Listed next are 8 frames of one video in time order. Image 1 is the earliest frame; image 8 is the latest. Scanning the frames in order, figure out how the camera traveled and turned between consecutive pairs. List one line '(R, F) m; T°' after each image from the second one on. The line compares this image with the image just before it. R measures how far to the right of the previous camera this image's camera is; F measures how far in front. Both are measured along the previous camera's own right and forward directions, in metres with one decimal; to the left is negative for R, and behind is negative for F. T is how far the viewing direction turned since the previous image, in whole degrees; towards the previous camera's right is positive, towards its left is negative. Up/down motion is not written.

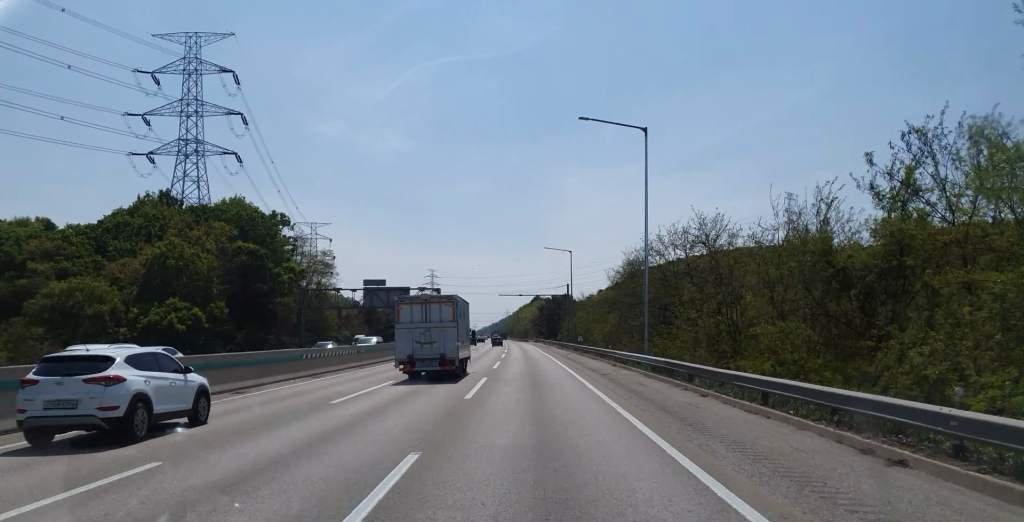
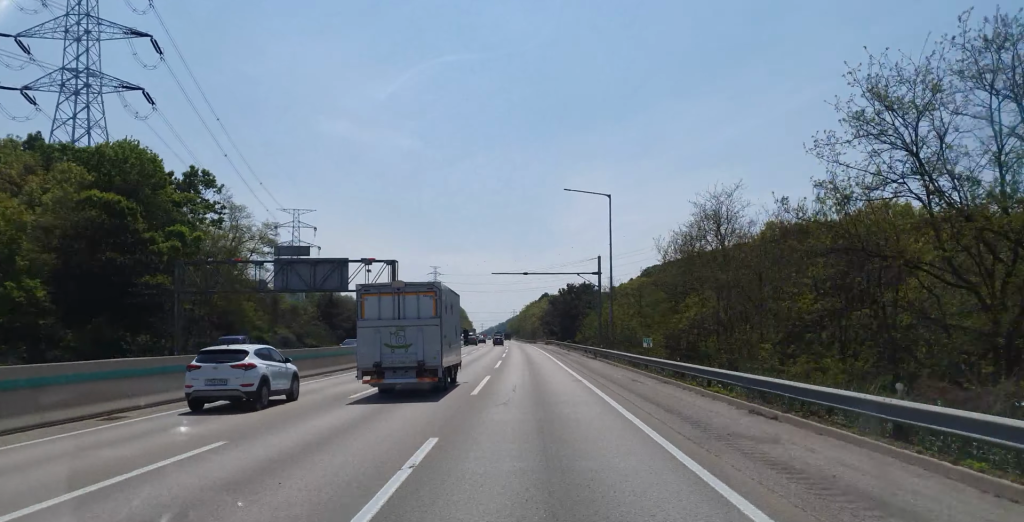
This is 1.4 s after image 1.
(-0.2, +38.2) m; 0°
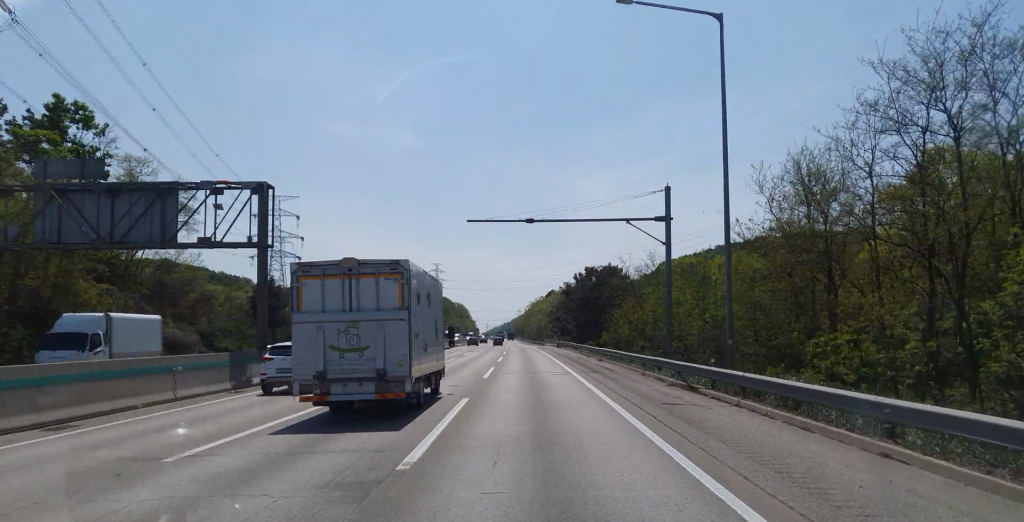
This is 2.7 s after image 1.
(+0.3, +32.9) m; 0°
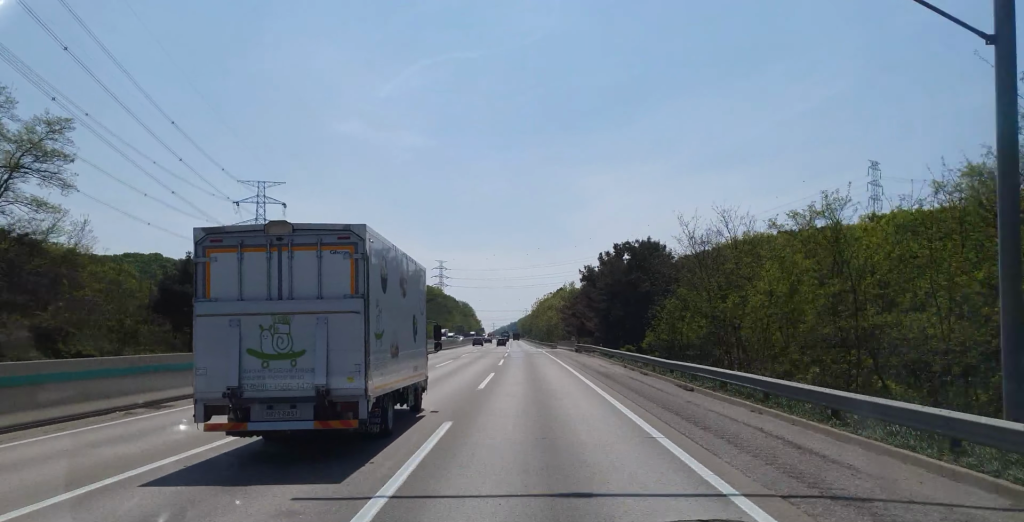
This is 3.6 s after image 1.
(-0.3, +24.9) m; -1°
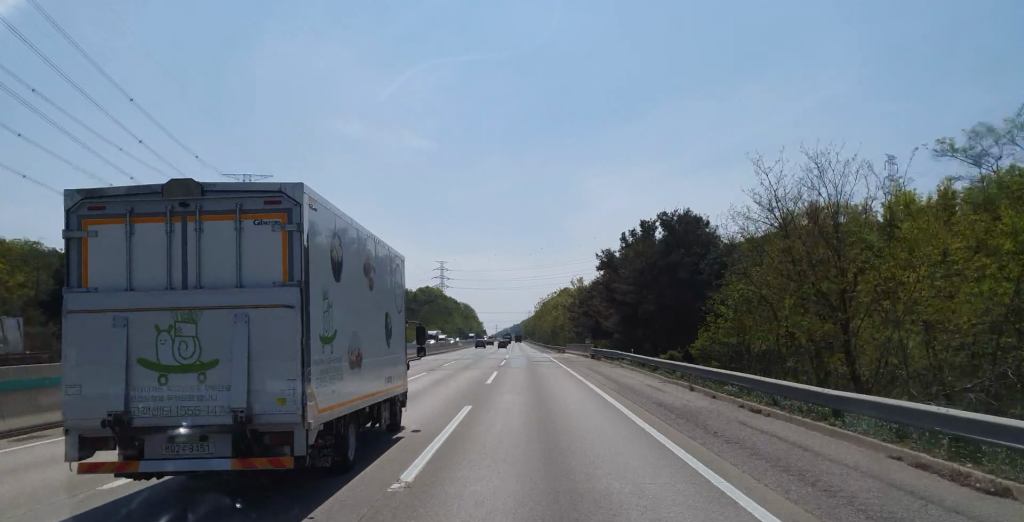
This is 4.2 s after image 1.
(0.0, +16.0) m; 0°
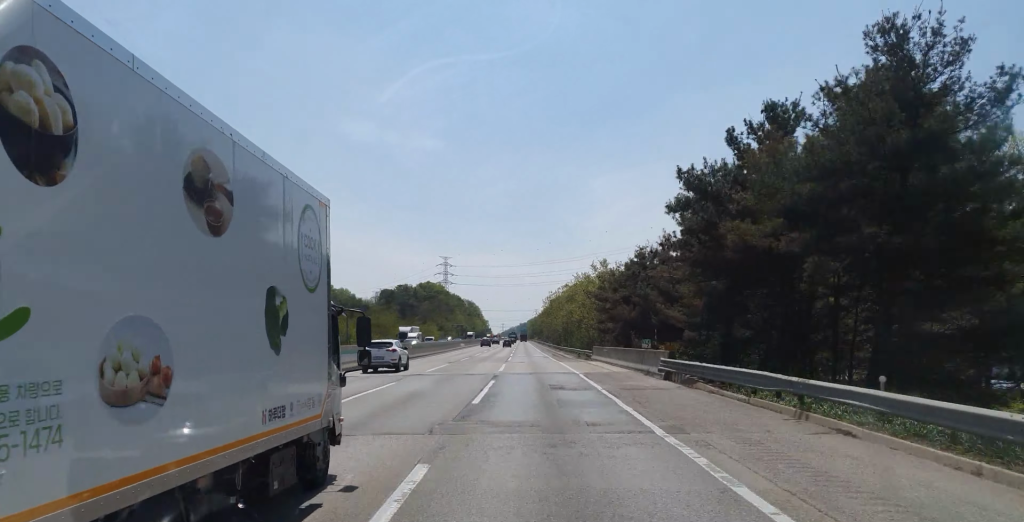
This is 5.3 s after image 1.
(0.0, +29.2) m; +1°
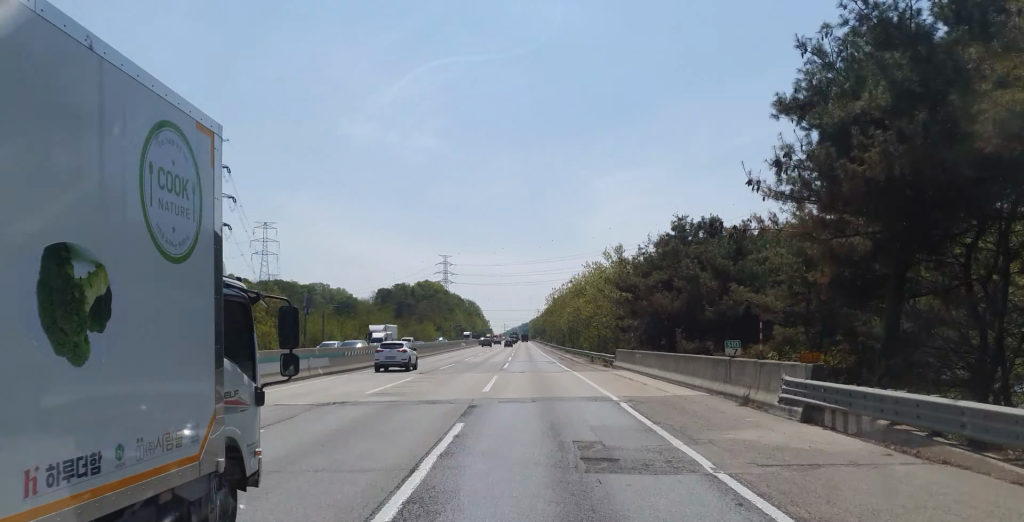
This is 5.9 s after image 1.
(0.0, +15.1) m; 0°
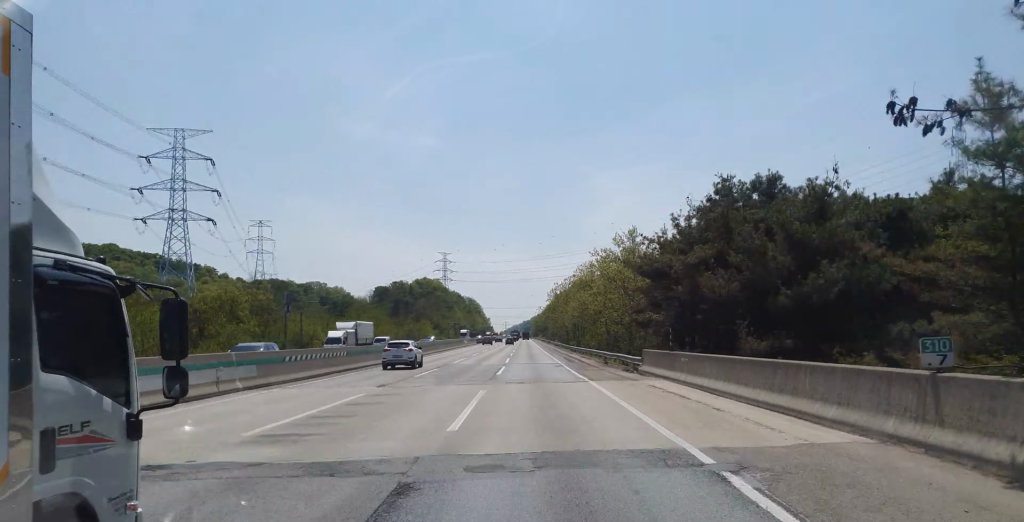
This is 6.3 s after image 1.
(+0.2, +11.5) m; 0°
